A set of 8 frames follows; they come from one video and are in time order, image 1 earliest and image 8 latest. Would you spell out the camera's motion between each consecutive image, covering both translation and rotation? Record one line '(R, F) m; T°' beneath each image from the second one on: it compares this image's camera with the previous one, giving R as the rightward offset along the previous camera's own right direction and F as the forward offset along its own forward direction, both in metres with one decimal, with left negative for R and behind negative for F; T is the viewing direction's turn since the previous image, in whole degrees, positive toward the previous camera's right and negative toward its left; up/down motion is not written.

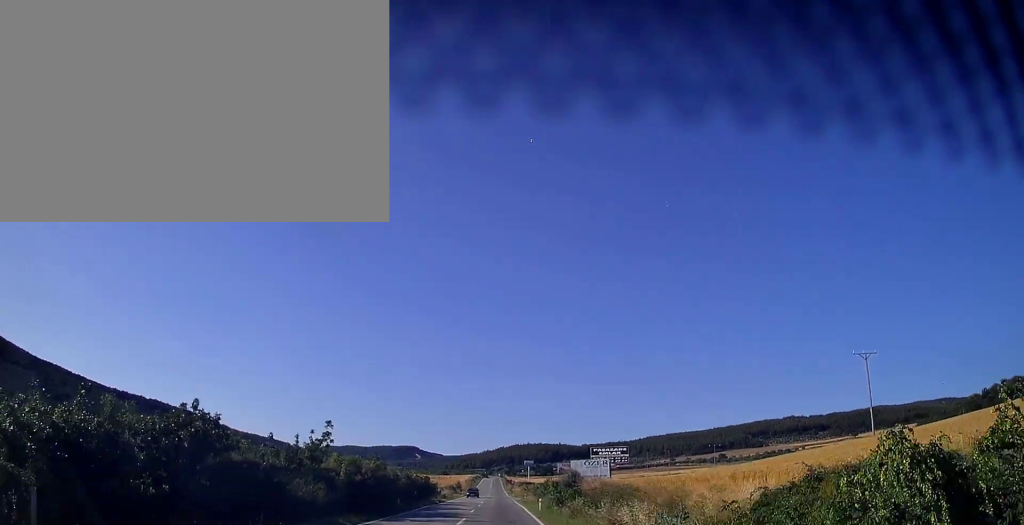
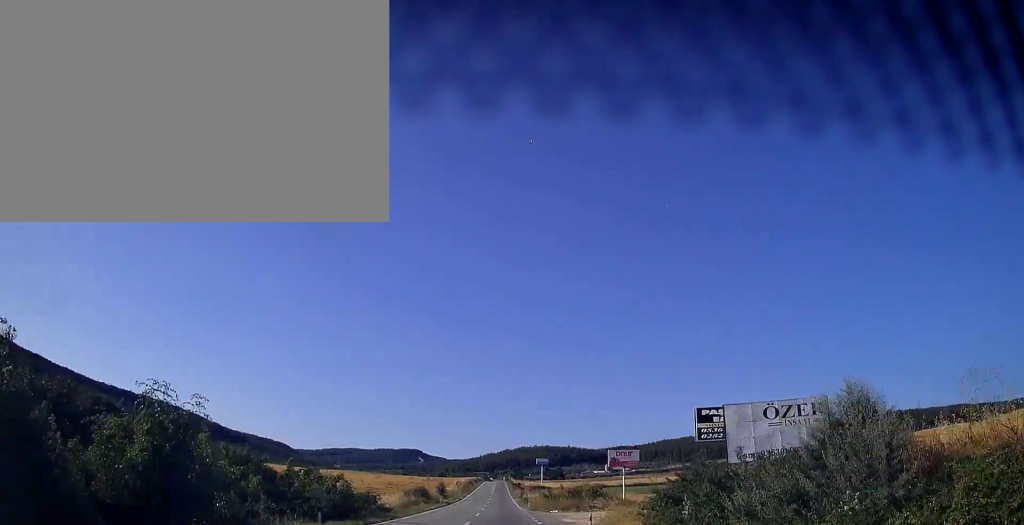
(+0.1, +43.7) m; 0°
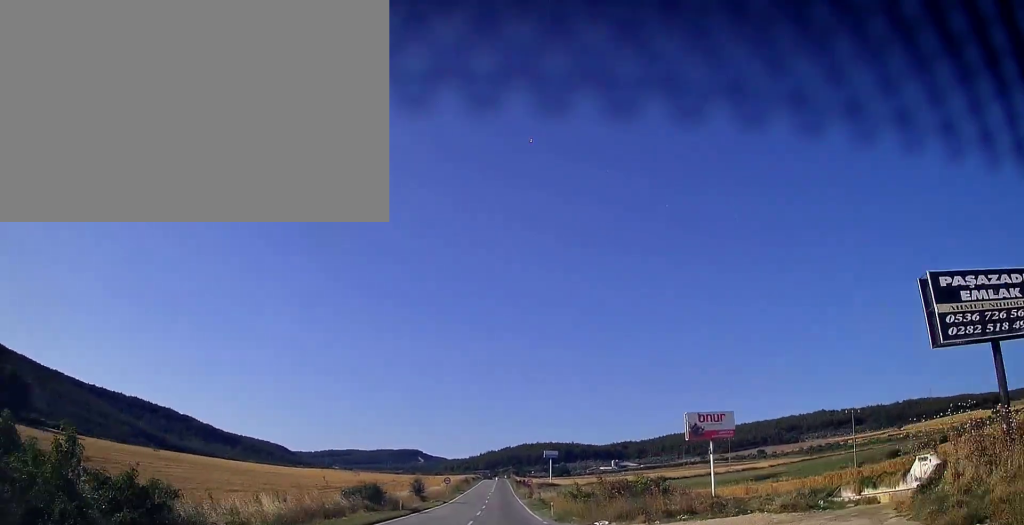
(-0.1, +24.2) m; 0°
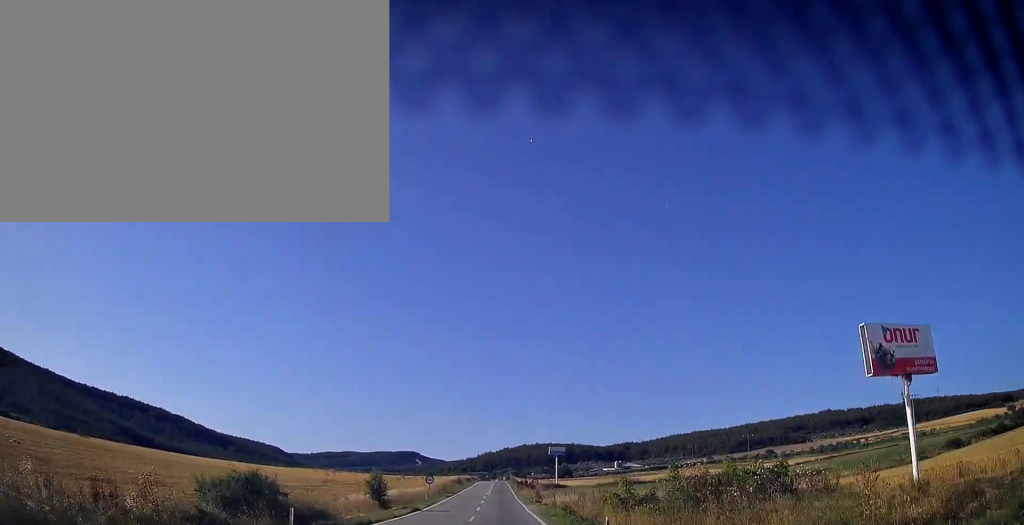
(0.0, +17.9) m; 0°
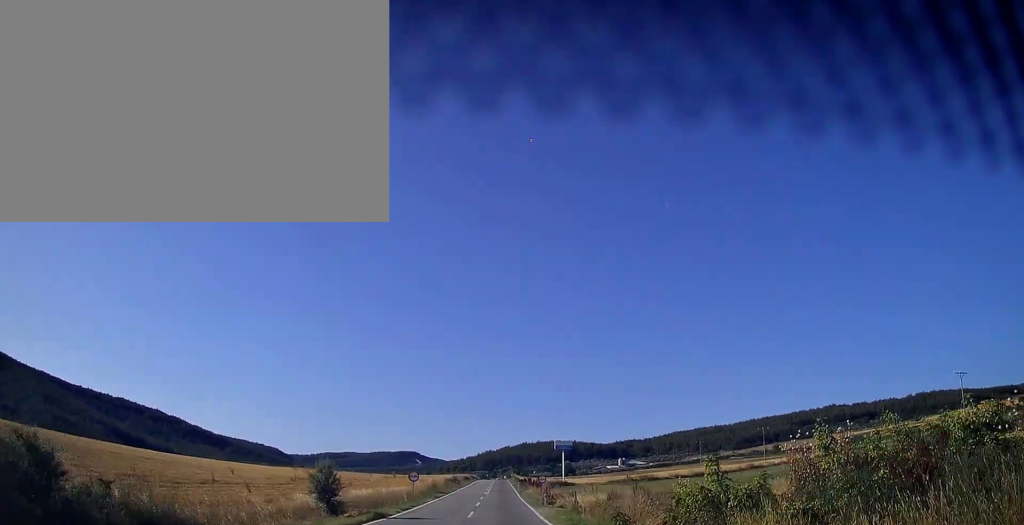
(0.0, +11.5) m; 0°
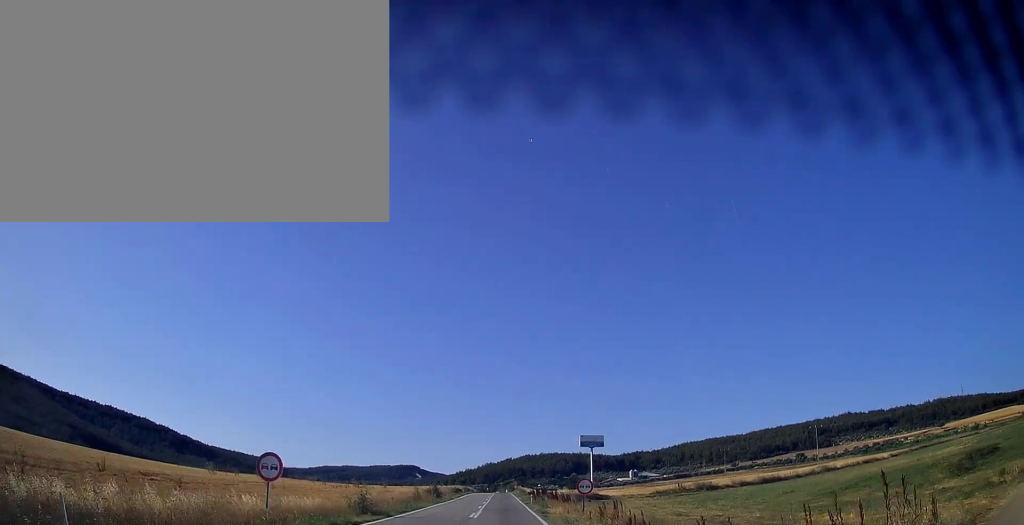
(-0.1, +31.4) m; 0°
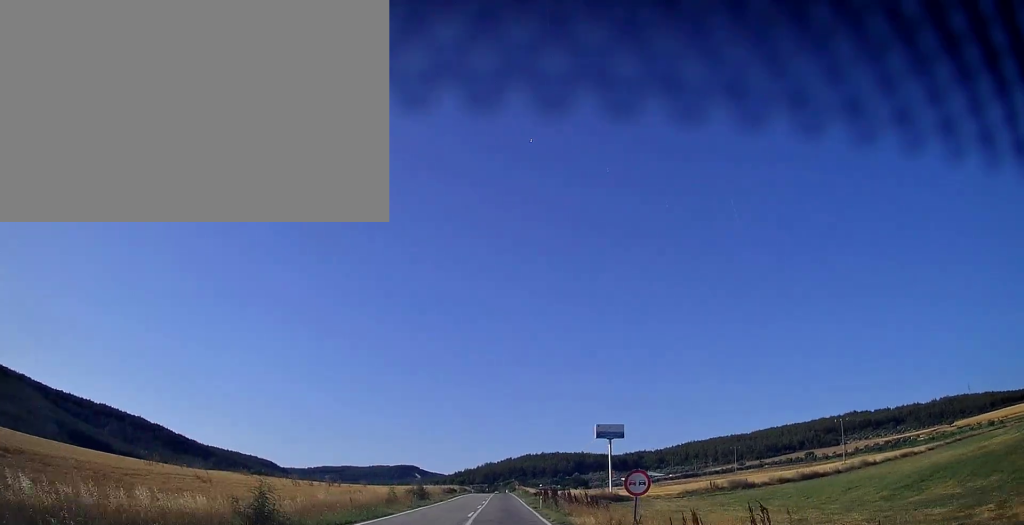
(0.0, +12.5) m; 0°
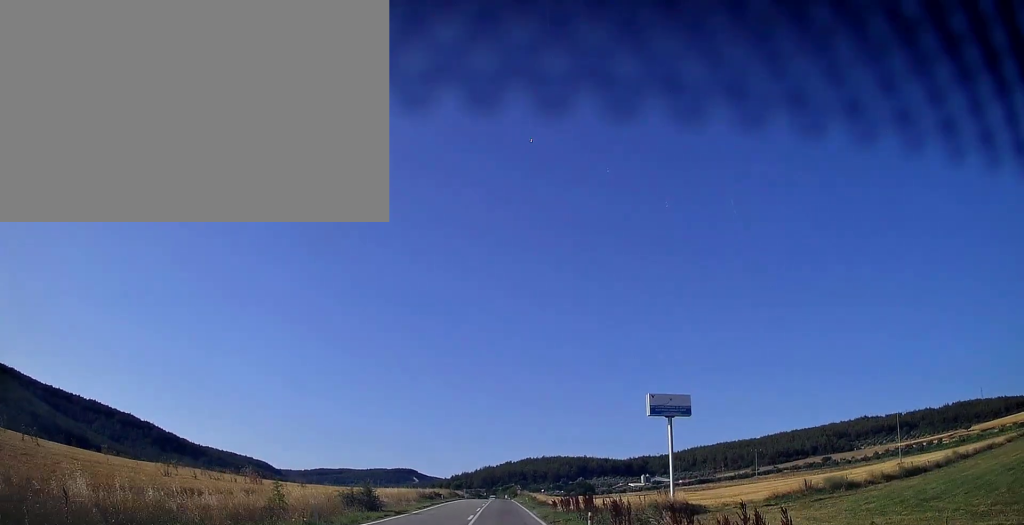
(+0.1, +22.5) m; 0°
